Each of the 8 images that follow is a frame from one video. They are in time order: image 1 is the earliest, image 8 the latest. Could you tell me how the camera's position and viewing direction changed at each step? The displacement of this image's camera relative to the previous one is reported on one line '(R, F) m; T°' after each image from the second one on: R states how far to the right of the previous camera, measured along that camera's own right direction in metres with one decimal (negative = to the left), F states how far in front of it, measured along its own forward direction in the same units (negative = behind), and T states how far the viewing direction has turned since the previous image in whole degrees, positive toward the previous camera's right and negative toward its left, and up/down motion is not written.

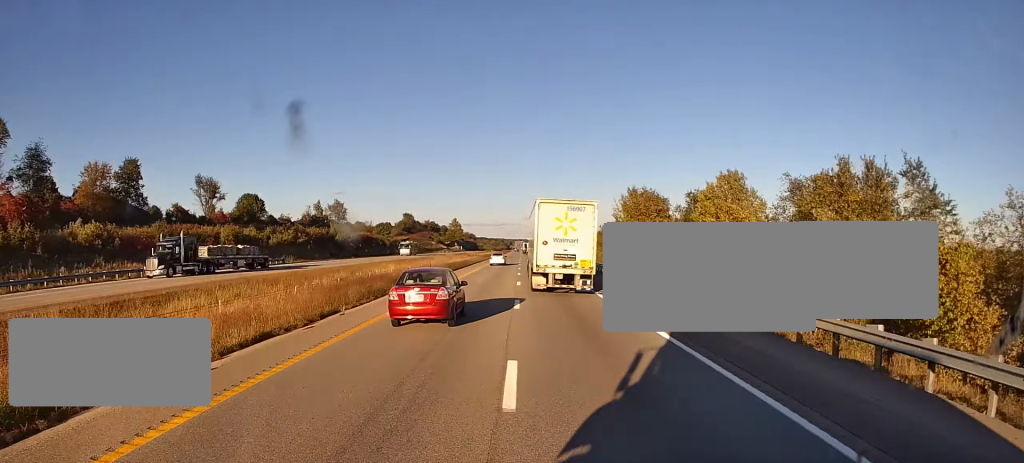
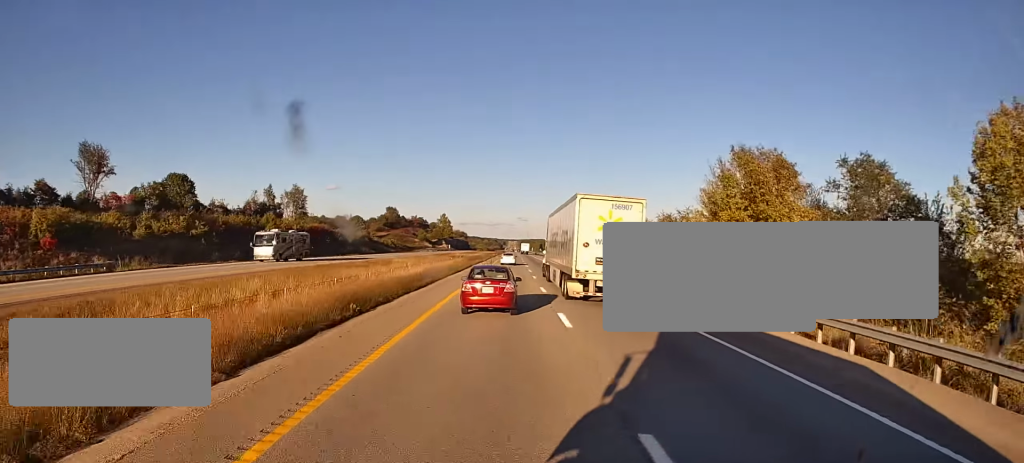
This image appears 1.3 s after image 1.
(-0.2, +40.3) m; -2°
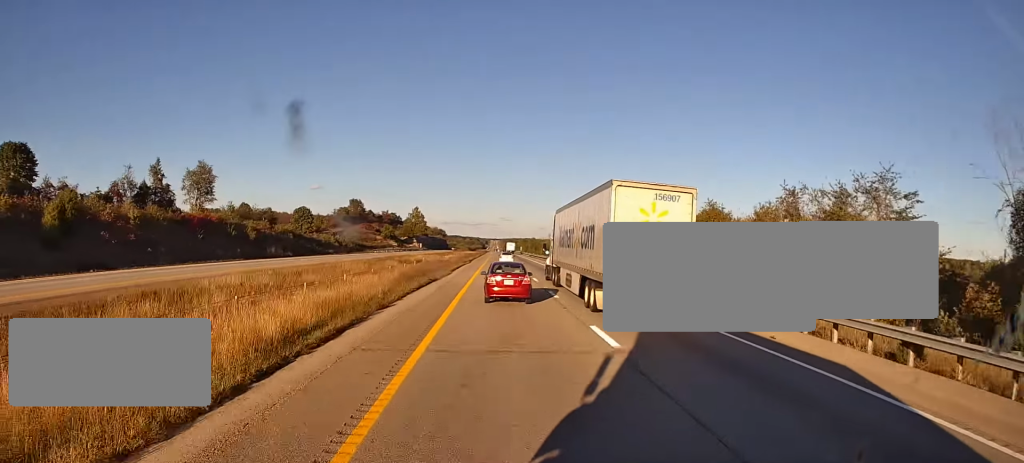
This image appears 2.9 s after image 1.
(-0.8, +51.1) m; 0°
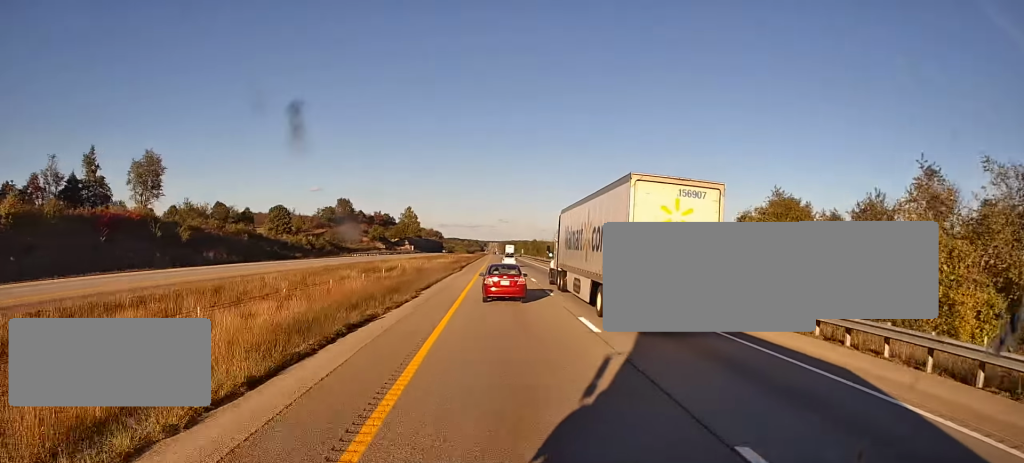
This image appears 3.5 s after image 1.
(+0.2, +21.5) m; +1°
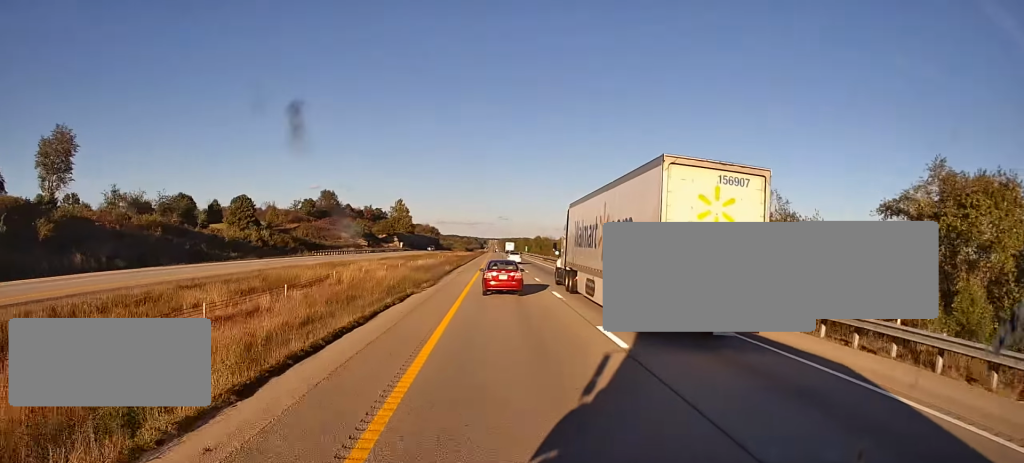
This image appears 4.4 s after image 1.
(-0.3, +27.0) m; +1°
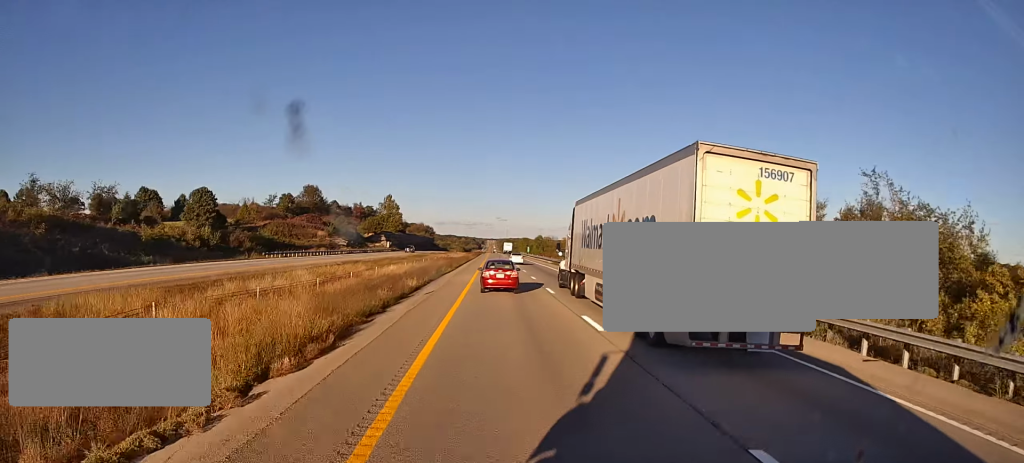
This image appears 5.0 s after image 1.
(+0.5, +21.6) m; +1°
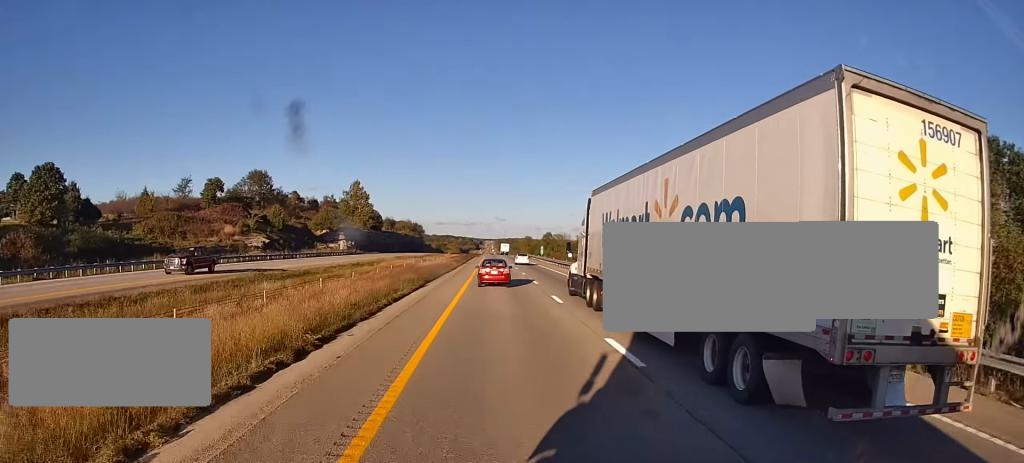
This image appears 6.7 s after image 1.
(0.0, +53.0) m; 0°
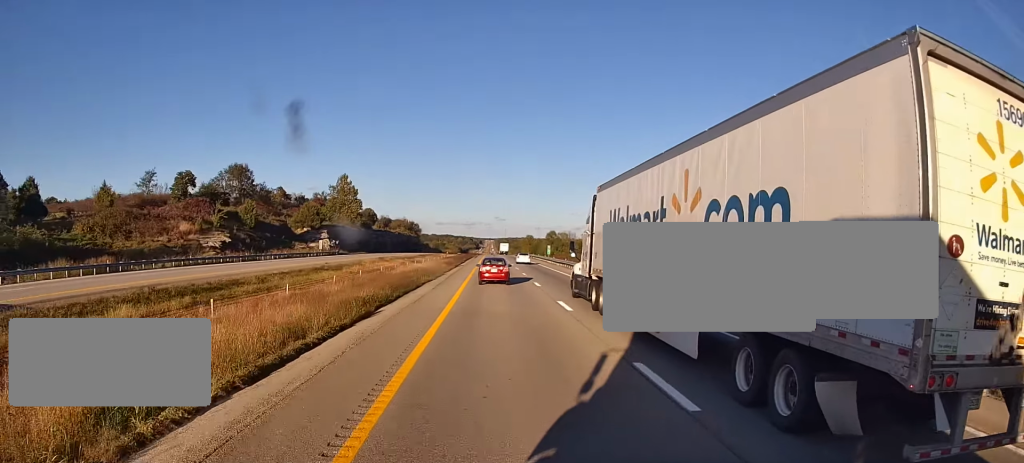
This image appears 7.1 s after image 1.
(-0.1, +15.1) m; 0°
